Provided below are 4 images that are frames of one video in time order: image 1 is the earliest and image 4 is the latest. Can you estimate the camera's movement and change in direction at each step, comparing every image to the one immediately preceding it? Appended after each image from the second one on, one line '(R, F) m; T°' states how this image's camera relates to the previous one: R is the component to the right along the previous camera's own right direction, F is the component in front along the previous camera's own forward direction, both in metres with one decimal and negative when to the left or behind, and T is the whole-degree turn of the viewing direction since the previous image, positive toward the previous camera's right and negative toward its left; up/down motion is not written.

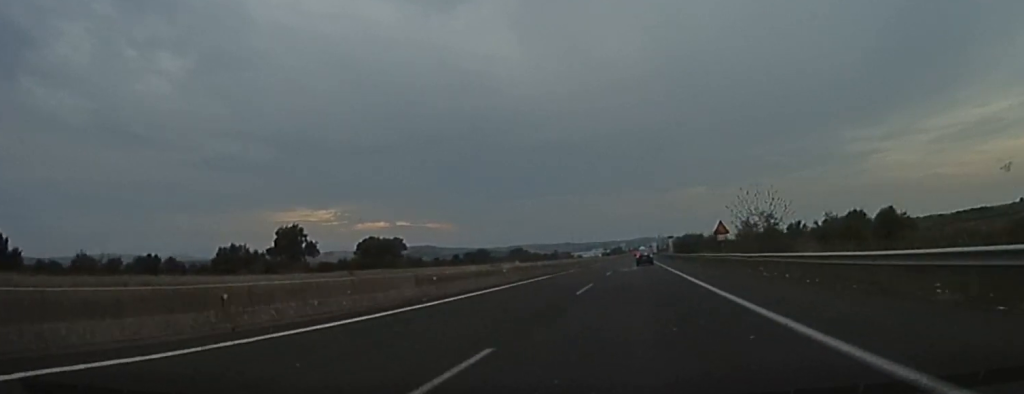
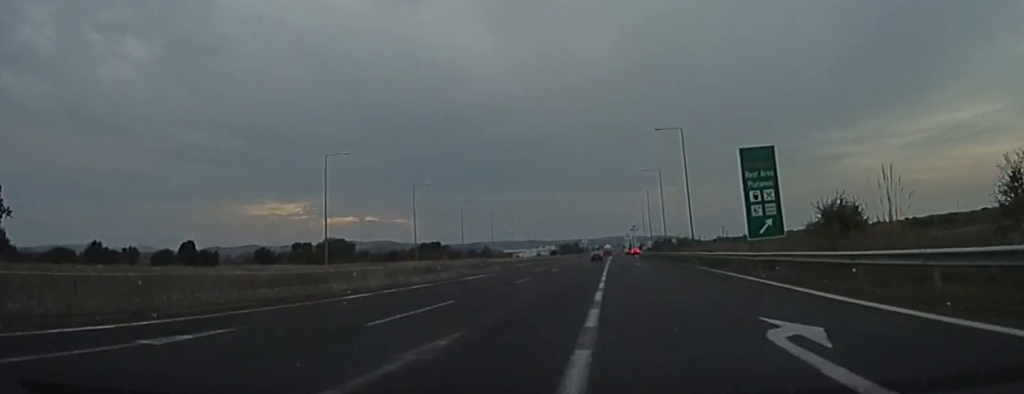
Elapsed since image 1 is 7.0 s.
(+3.2, +178.8) m; +2°
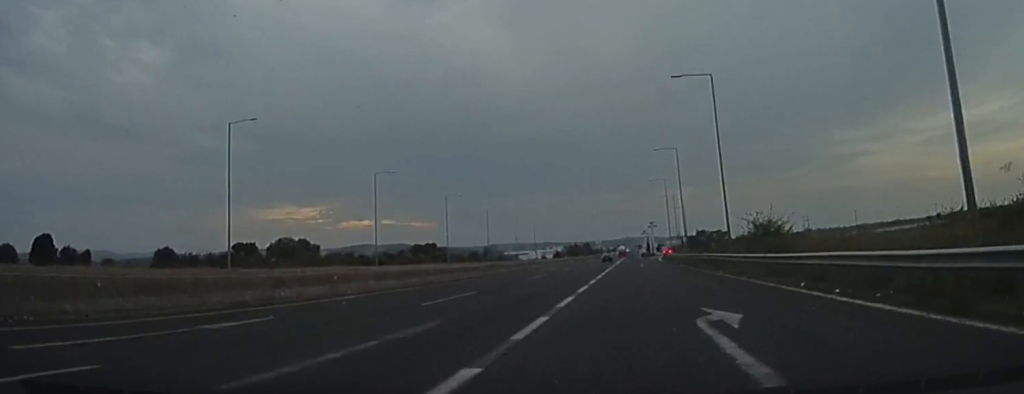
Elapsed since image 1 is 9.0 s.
(-0.5, +41.5) m; -1°
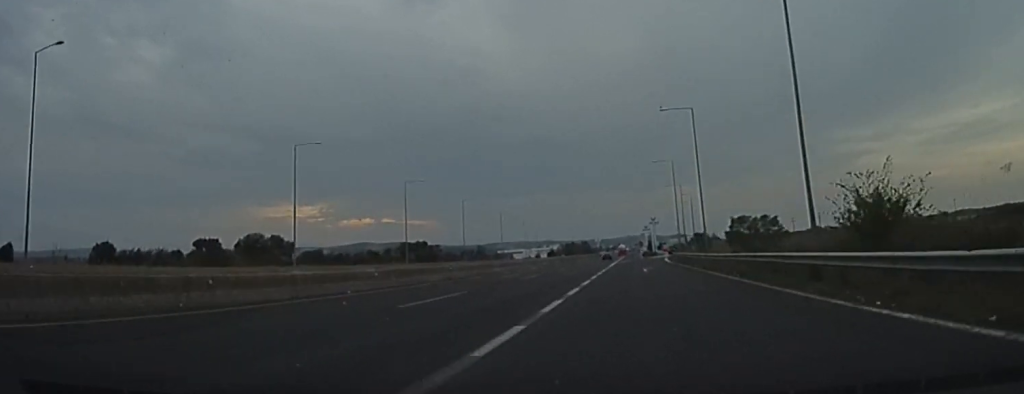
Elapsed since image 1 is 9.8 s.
(-0.4, +17.1) m; 0°
